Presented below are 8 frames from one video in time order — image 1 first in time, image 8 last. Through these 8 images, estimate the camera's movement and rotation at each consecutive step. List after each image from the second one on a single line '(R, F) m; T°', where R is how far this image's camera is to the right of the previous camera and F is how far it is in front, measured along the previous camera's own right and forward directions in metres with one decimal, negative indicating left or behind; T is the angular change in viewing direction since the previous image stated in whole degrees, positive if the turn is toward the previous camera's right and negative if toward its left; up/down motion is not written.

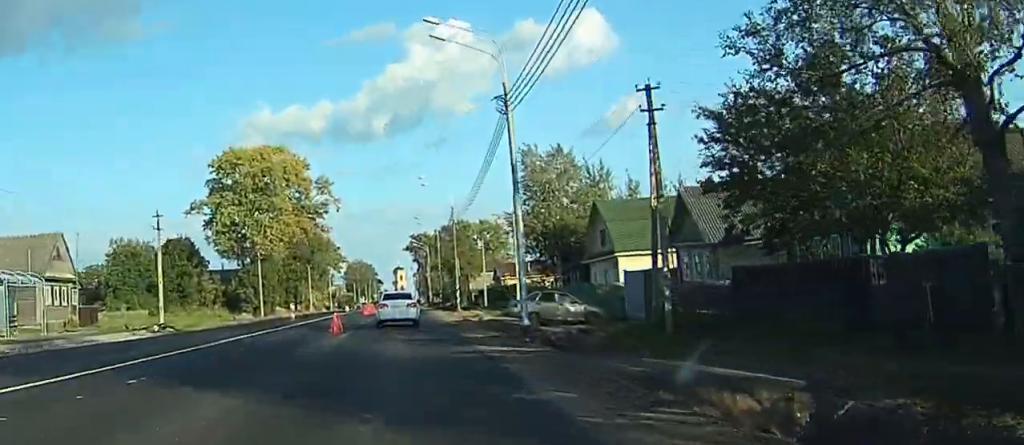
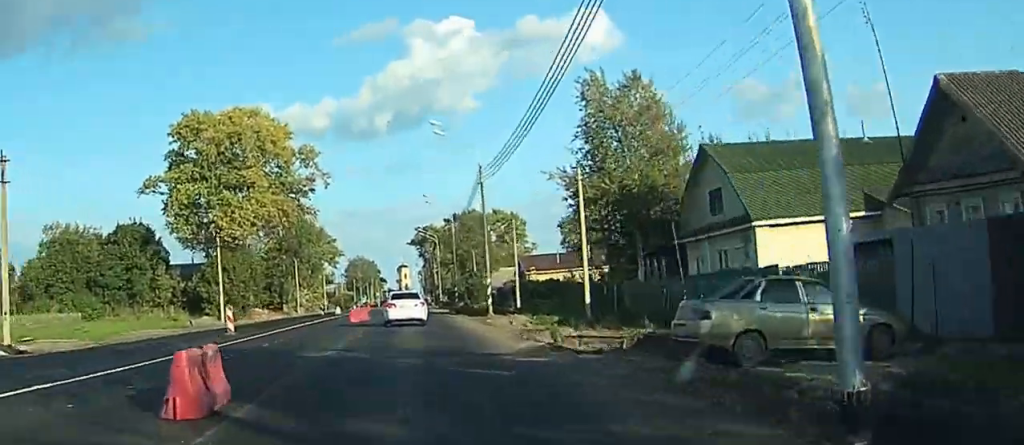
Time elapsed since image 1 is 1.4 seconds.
(0.0, +22.2) m; 0°
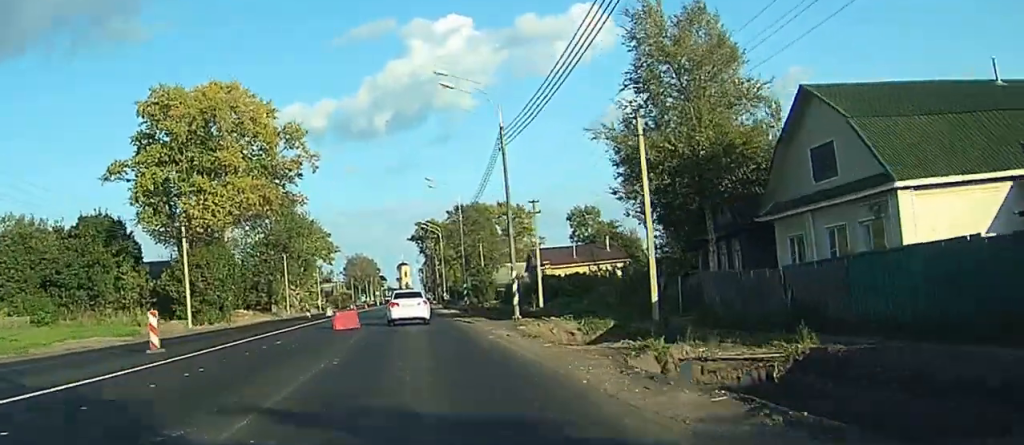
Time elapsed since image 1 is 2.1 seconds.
(0.0, +11.2) m; 0°
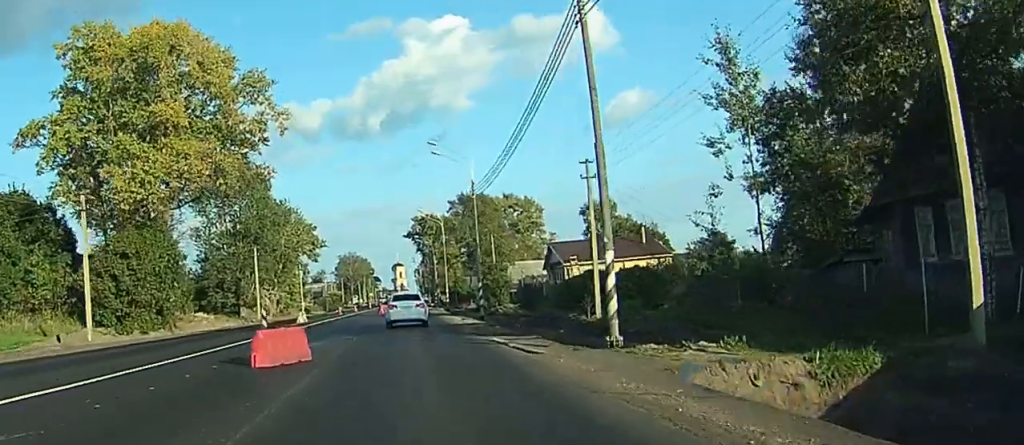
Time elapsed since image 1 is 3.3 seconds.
(0.0, +18.6) m; 0°
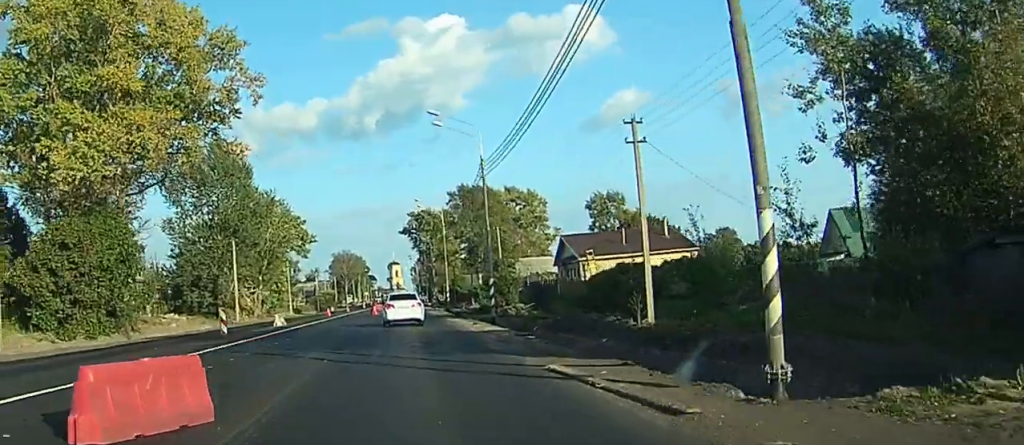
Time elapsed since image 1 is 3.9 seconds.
(0.0, +9.5) m; 0°
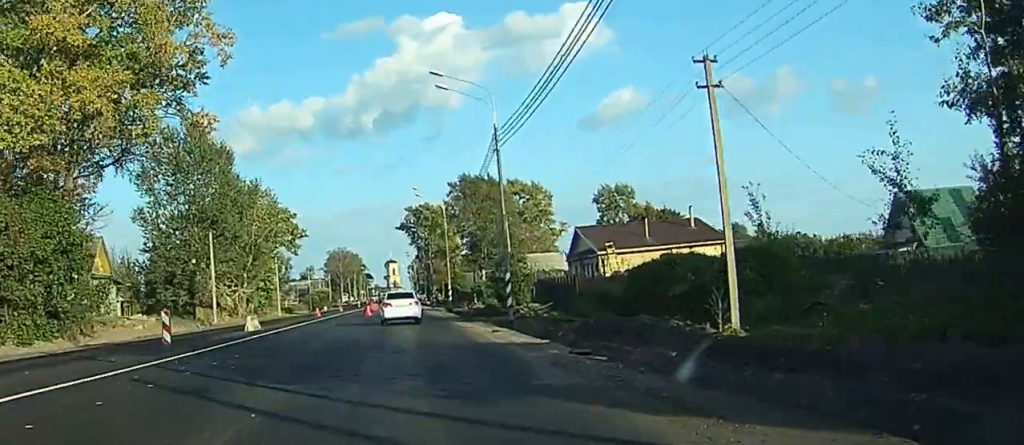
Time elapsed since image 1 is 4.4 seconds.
(-0.1, +8.4) m; 0°
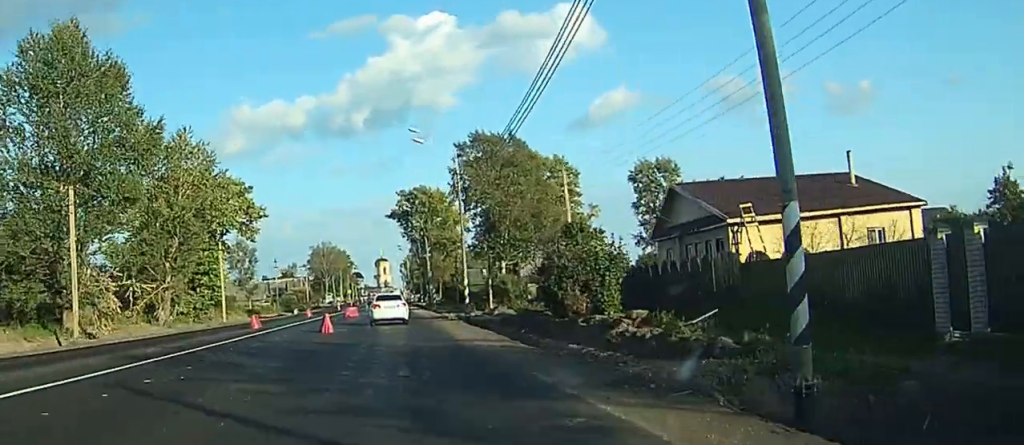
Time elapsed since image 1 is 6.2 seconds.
(+0.7, +28.6) m; +5°
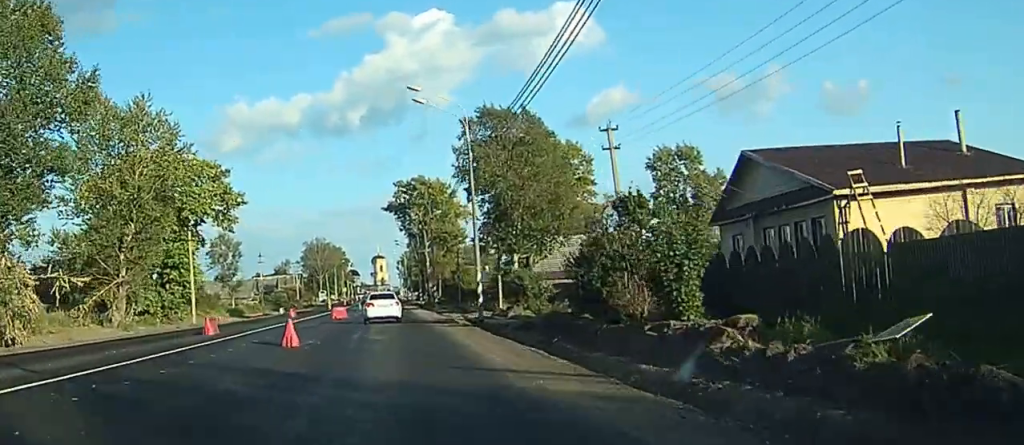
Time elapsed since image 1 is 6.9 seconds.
(+0.2, +10.4) m; 0°
